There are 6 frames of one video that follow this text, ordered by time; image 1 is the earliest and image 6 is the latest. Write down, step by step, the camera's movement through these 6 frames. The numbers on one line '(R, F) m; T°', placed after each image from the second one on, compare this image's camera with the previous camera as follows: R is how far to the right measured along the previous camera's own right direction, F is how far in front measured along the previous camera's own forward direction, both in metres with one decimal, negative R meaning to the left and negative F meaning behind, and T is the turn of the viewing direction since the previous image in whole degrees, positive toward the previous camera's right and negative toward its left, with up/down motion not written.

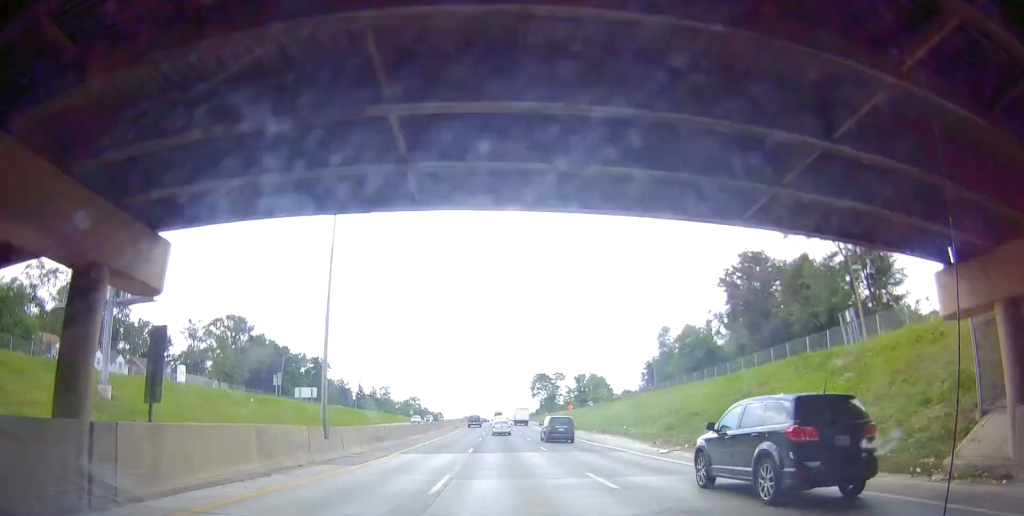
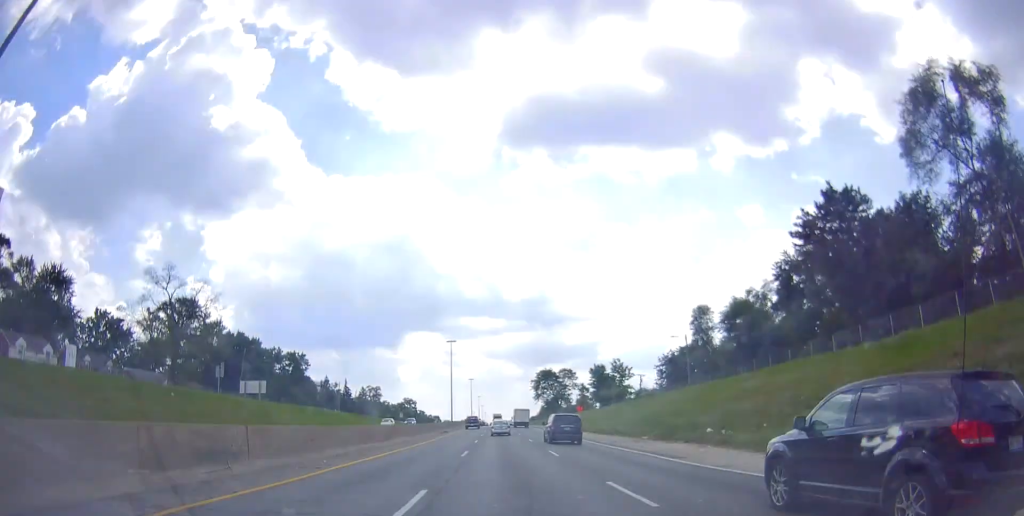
(0.0, +19.5) m; 0°
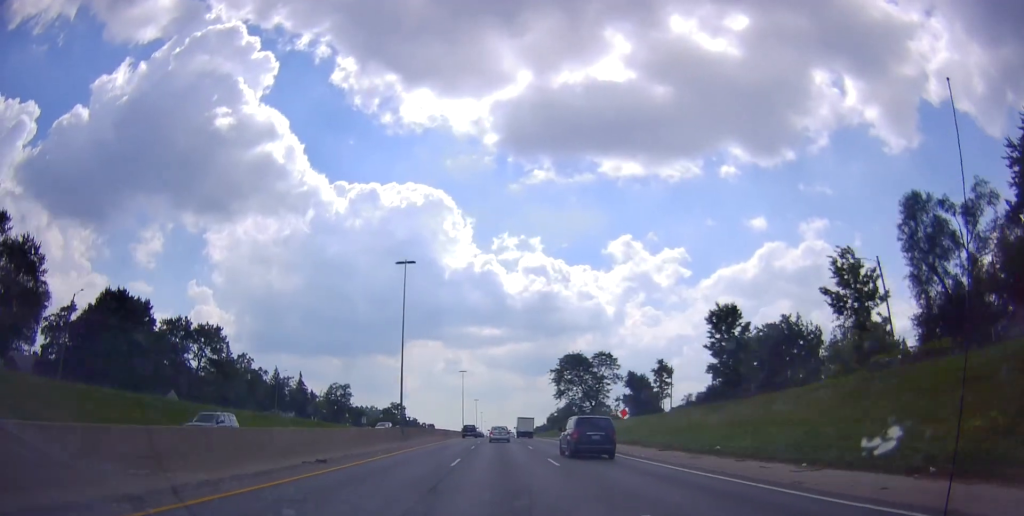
(+0.4, +48.6) m; 0°
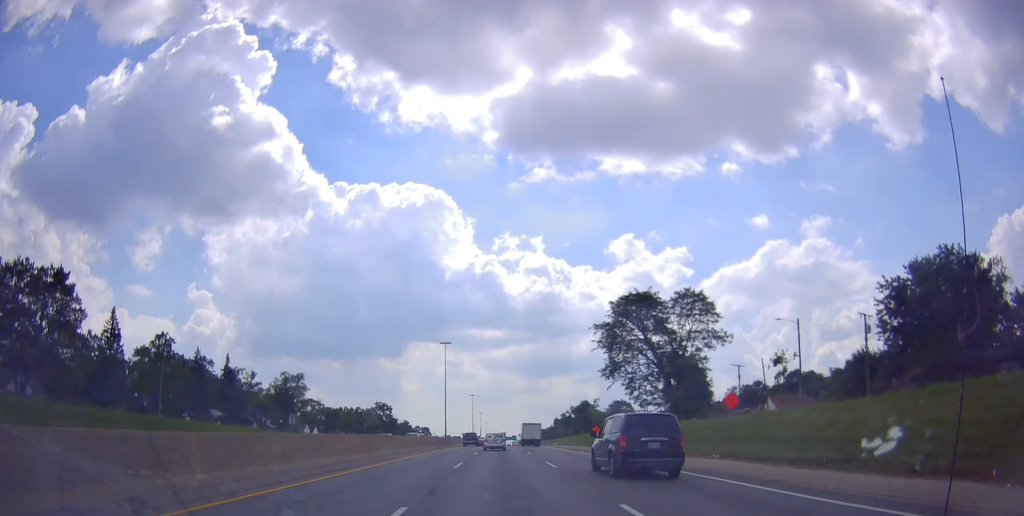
(-0.1, +44.3) m; 0°
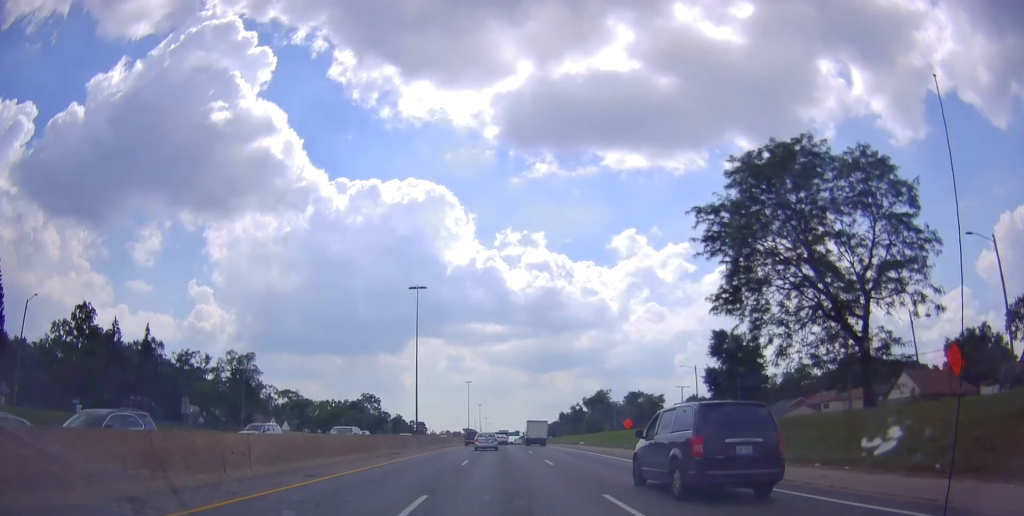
(+0.1, +28.9) m; 0°
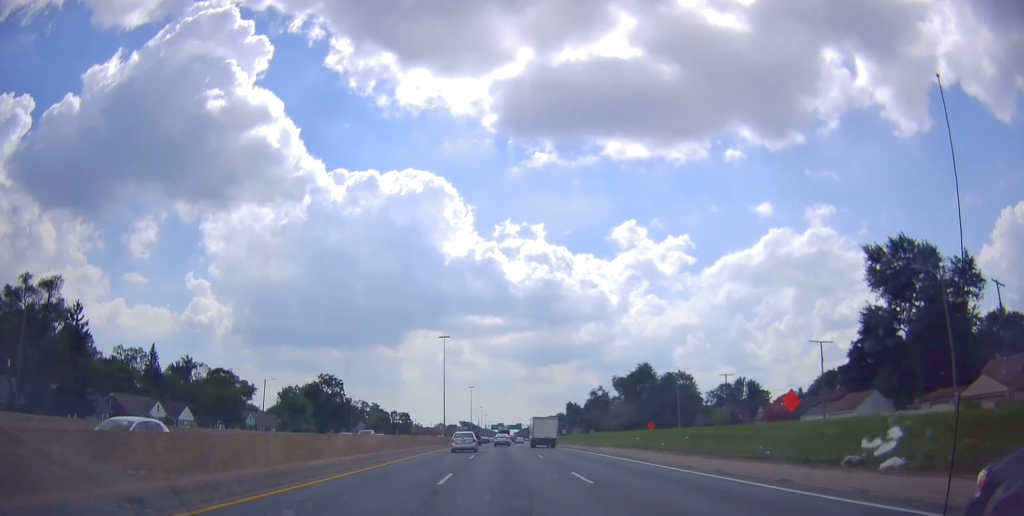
(-0.5, +54.0) m; -1°
